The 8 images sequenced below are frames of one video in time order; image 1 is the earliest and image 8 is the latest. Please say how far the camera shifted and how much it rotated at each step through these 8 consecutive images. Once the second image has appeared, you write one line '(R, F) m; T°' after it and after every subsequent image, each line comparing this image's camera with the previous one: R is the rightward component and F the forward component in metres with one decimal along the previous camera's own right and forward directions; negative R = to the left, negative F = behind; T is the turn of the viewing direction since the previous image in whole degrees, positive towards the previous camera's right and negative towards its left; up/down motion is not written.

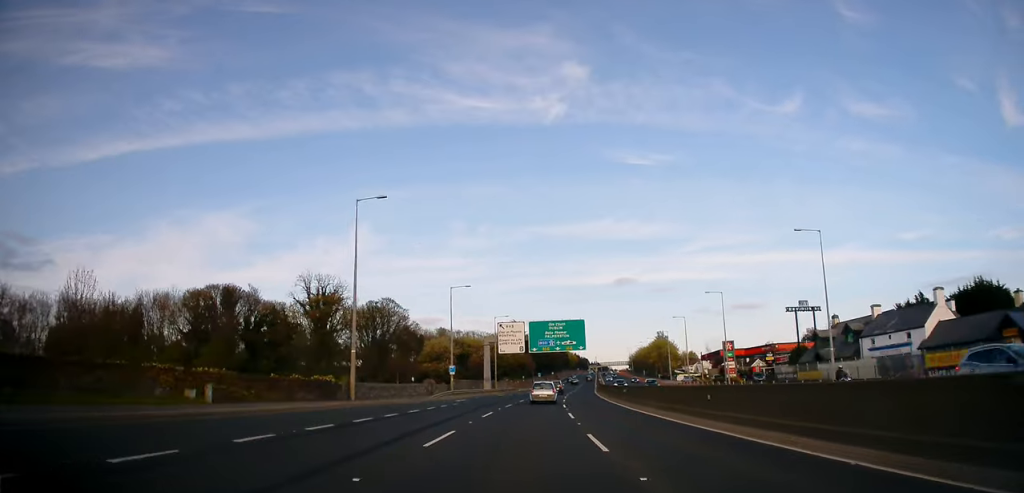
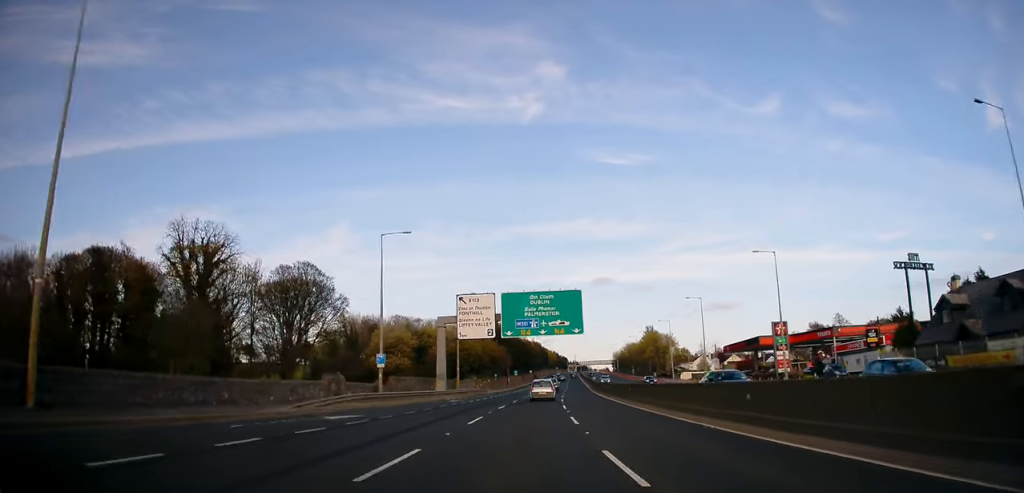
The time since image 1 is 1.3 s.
(+0.6, +27.8) m; +2°
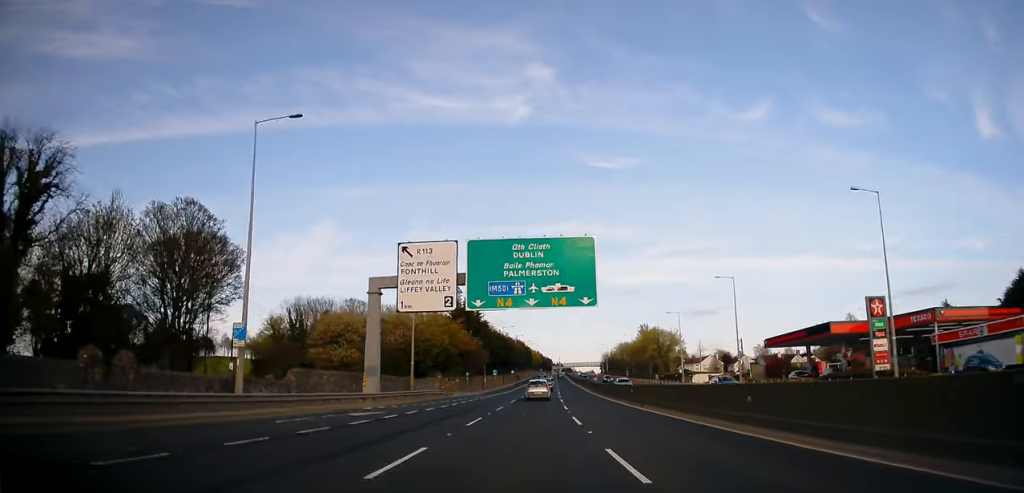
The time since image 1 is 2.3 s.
(0.0, +22.6) m; 0°
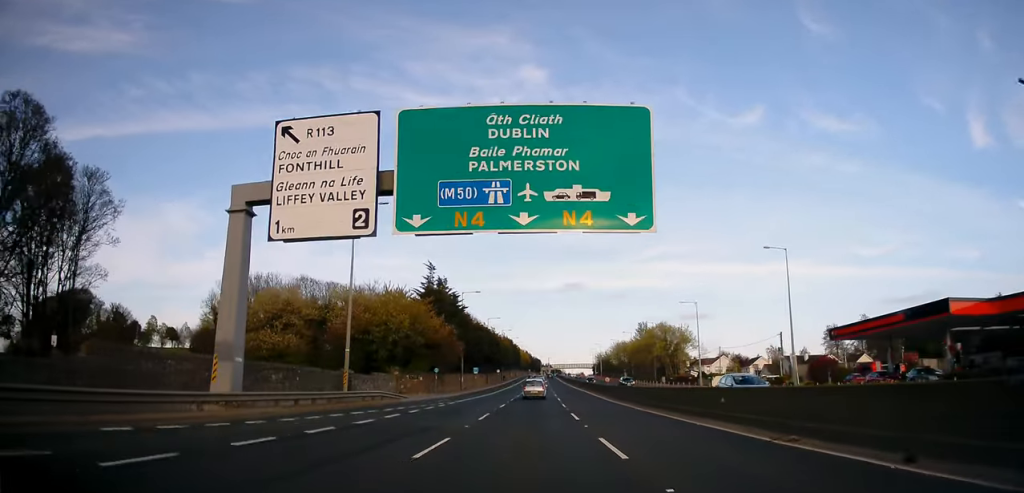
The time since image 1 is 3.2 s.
(0.0, +19.9) m; +1°
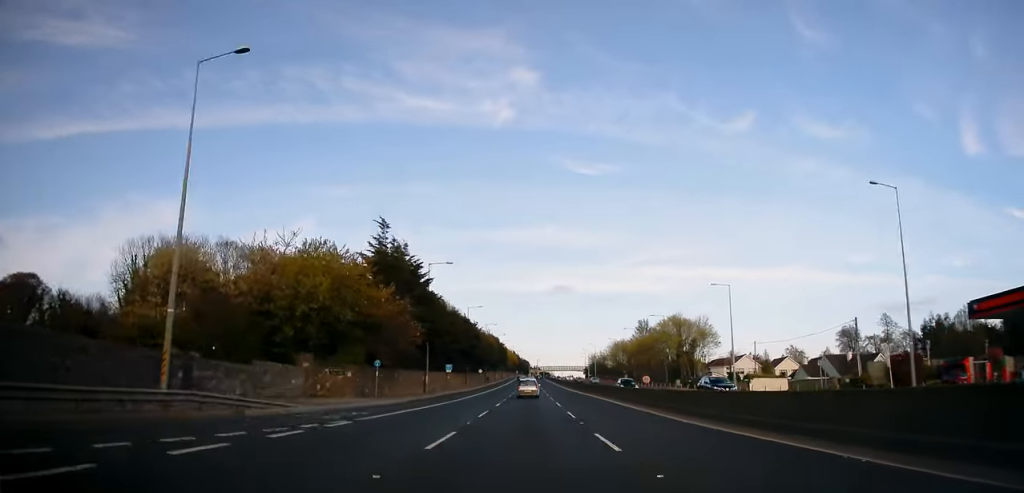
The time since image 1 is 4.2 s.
(+0.6, +21.6) m; +3°
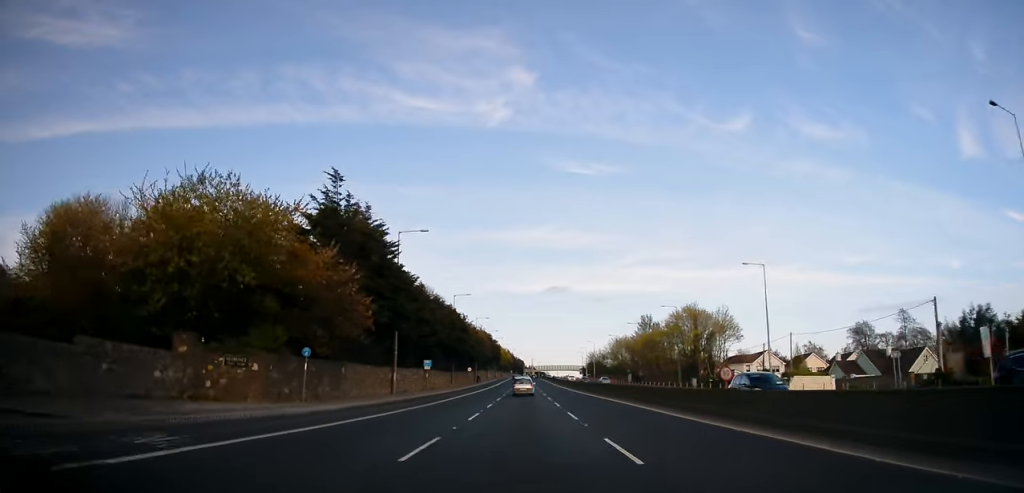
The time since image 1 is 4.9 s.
(+0.3, +13.9) m; 0°
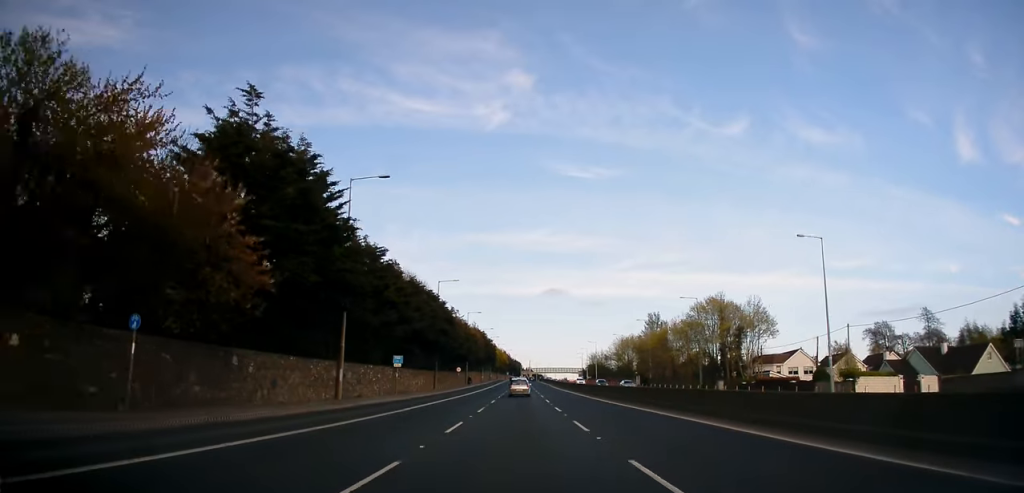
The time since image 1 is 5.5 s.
(0.0, +13.8) m; 0°
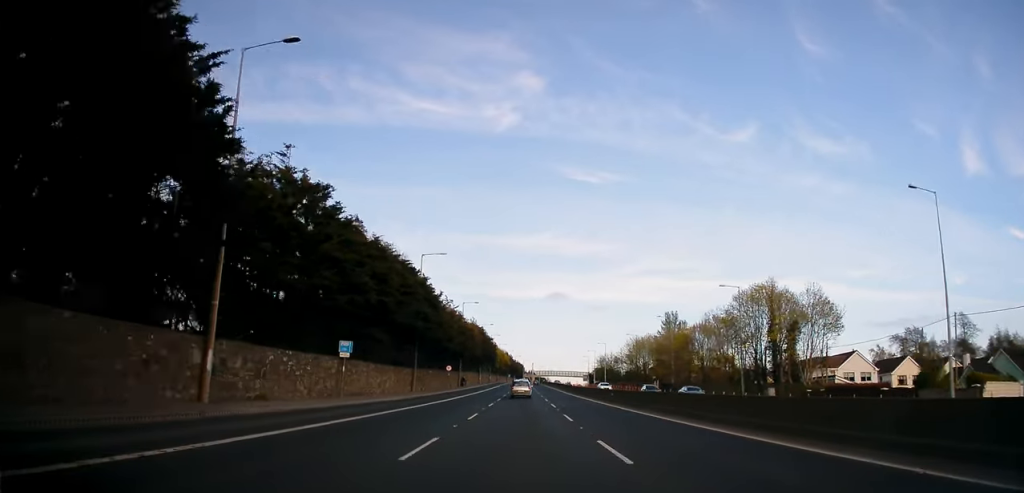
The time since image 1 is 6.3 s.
(-0.3, +17.2) m; 0°
